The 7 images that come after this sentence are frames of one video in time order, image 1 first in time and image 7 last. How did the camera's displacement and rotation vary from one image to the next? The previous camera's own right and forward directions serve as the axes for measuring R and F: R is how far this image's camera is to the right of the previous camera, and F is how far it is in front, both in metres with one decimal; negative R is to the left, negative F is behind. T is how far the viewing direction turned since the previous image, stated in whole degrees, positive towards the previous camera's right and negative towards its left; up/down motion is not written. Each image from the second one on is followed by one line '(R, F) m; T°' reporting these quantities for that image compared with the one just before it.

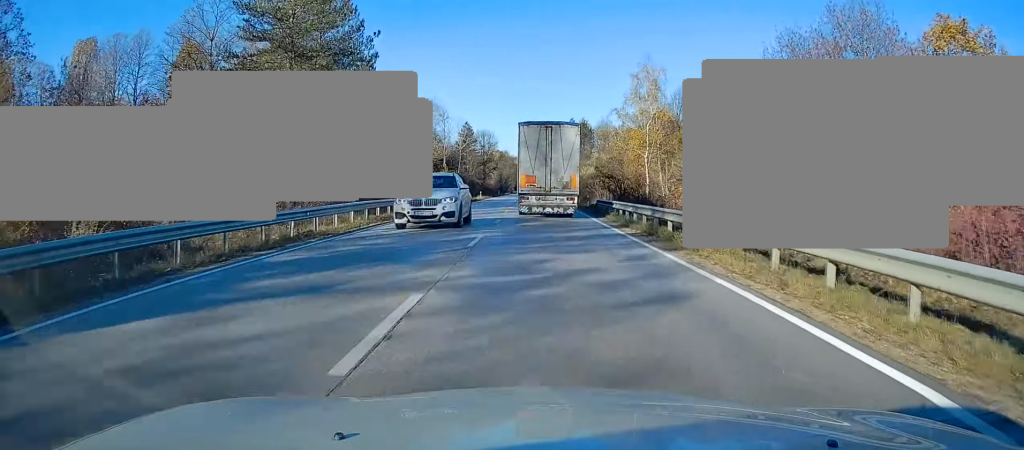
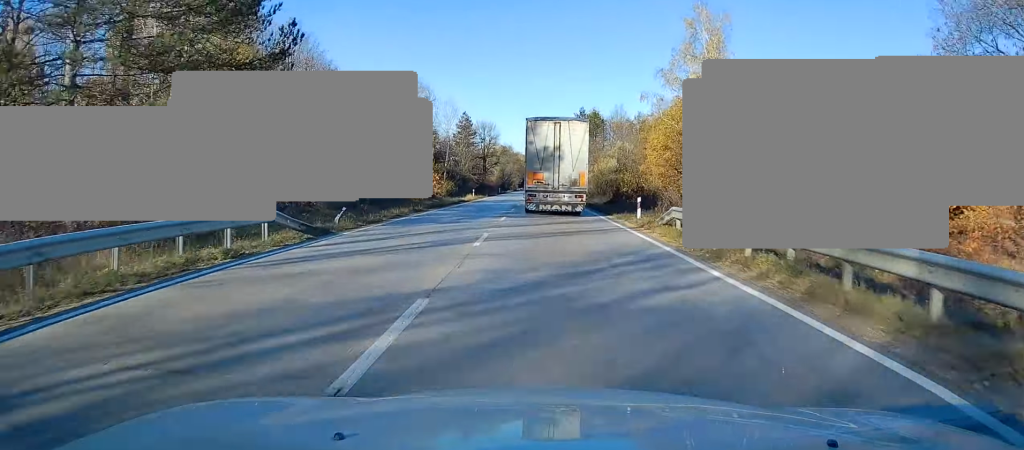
(-0.1, +18.2) m; -1°
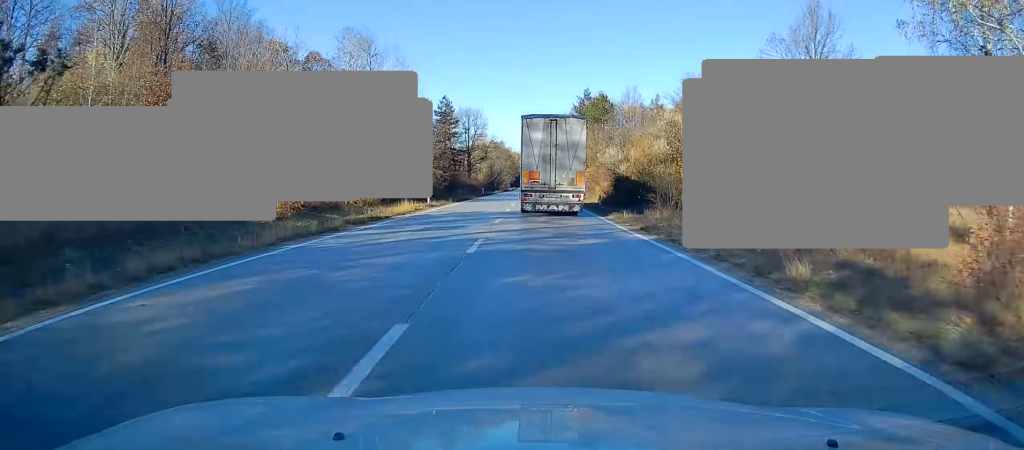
(-0.2, +28.1) m; 0°
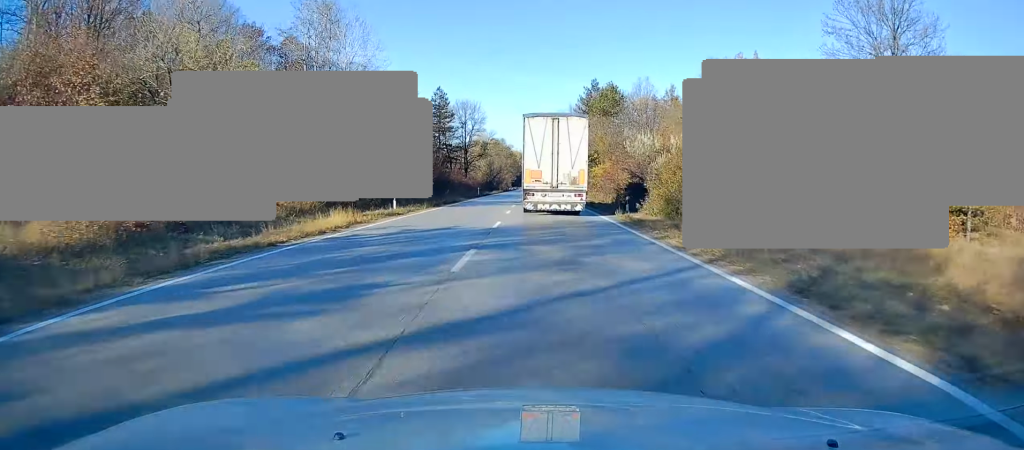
(+0.1, +11.6) m; +1°
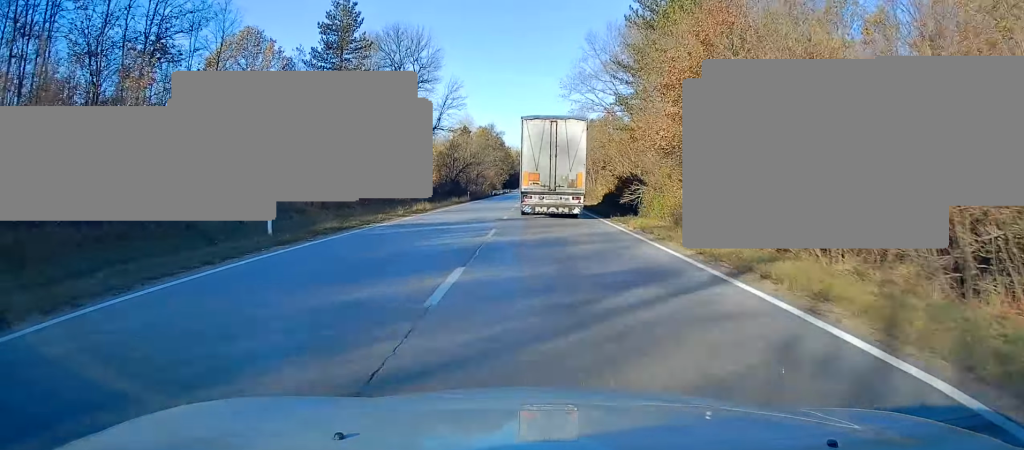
(+1.1, +65.4) m; +2°
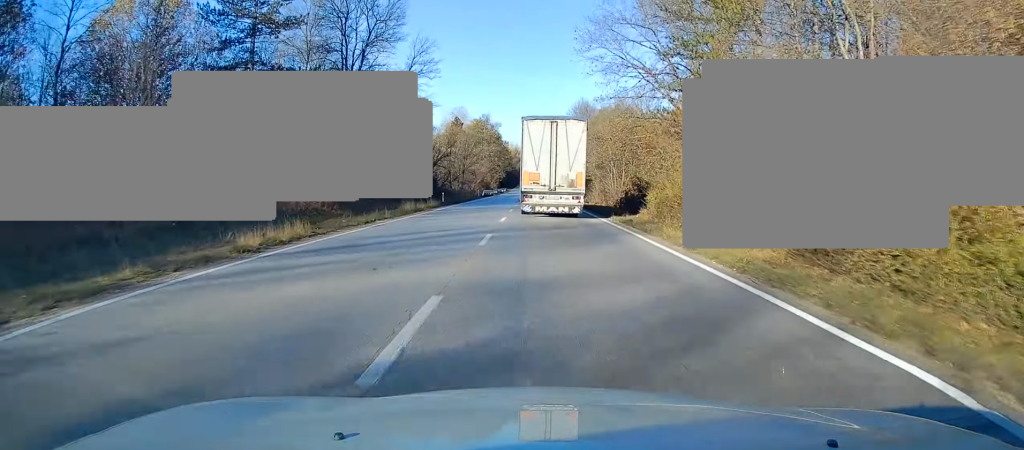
(+0.2, +20.4) m; -1°
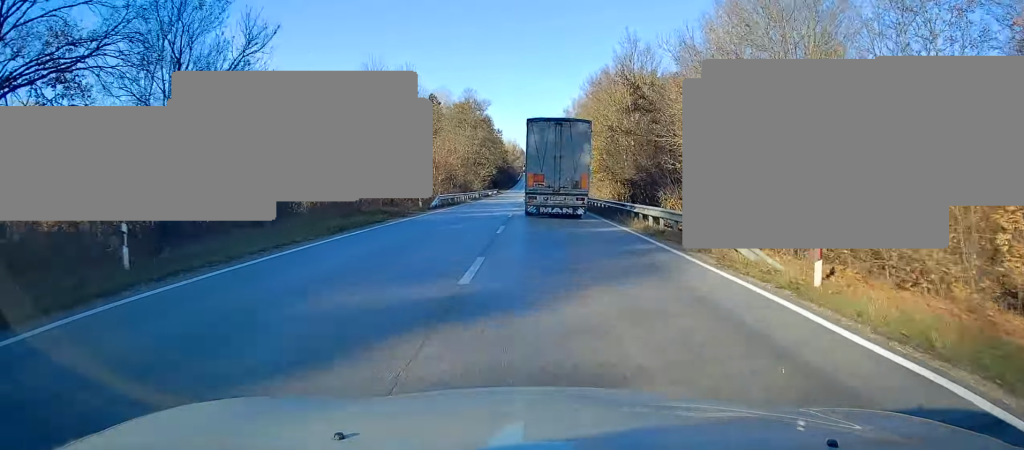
(-1.0, +40.8) m; -3°
